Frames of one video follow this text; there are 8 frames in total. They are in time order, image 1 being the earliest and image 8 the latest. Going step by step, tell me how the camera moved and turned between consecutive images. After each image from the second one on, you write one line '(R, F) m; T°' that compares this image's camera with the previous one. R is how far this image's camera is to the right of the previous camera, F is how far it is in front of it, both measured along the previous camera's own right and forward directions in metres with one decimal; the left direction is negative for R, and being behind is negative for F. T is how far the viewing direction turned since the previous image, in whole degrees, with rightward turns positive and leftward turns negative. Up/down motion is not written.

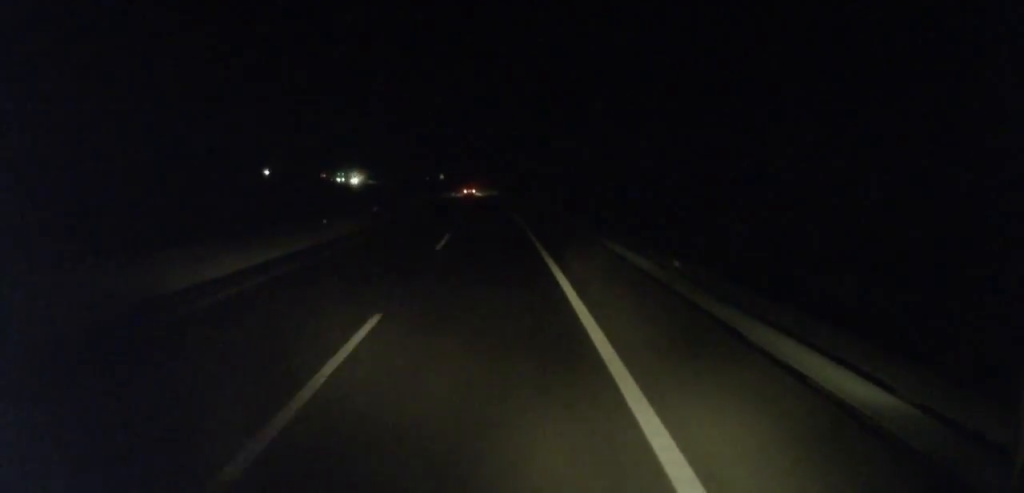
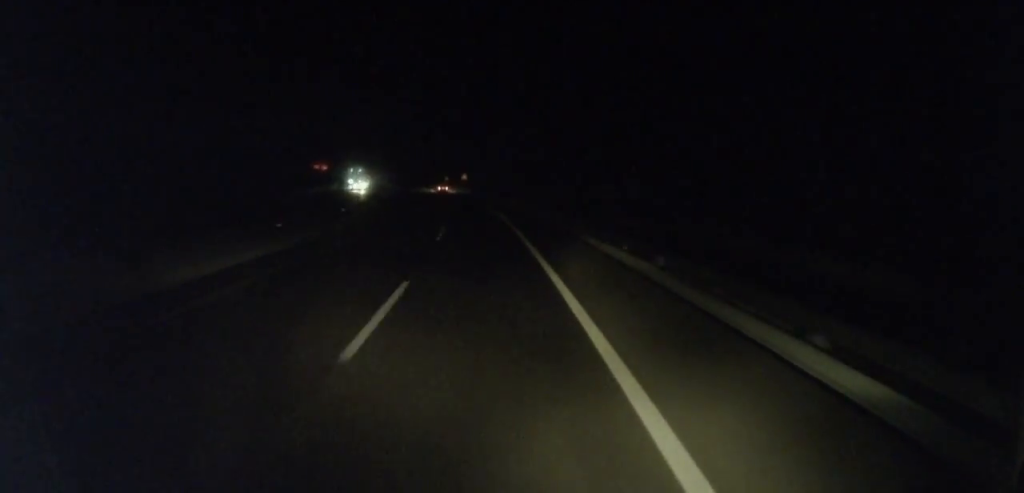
(-0.5, +62.6) m; -4°
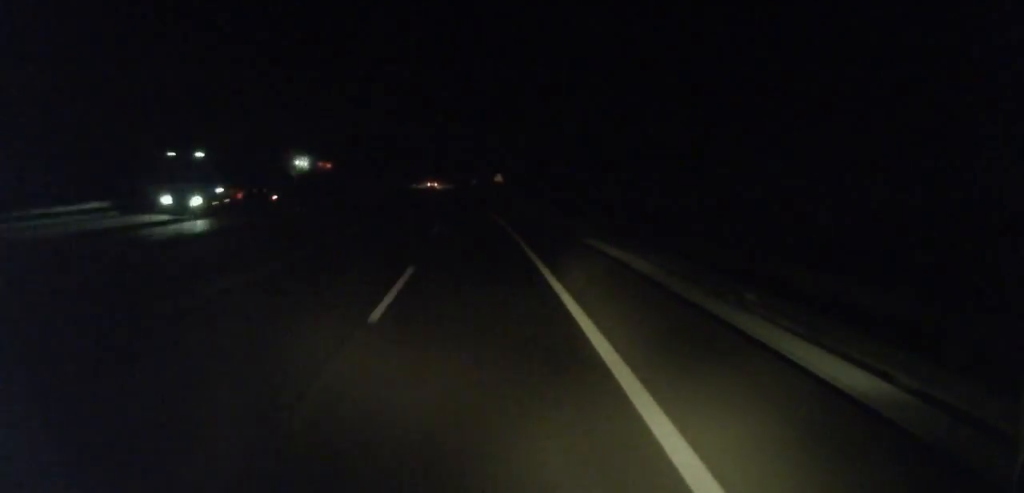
(-2.8, +47.7) m; -2°
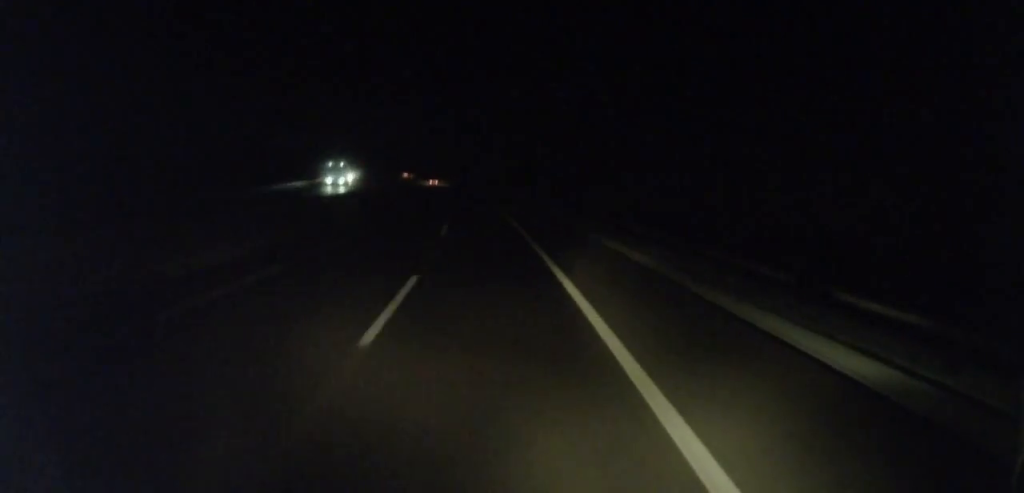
(-3.2, +101.8) m; -3°
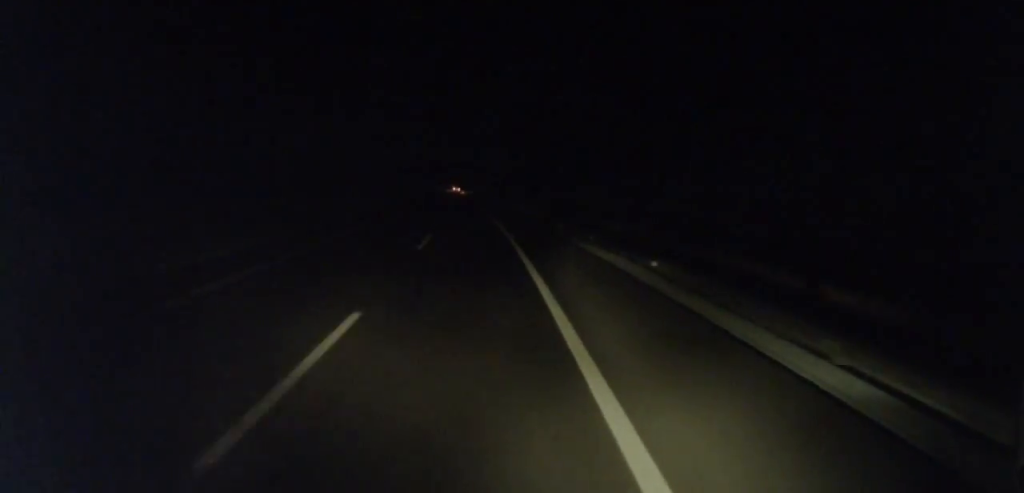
(-2.1, +89.8) m; -7°
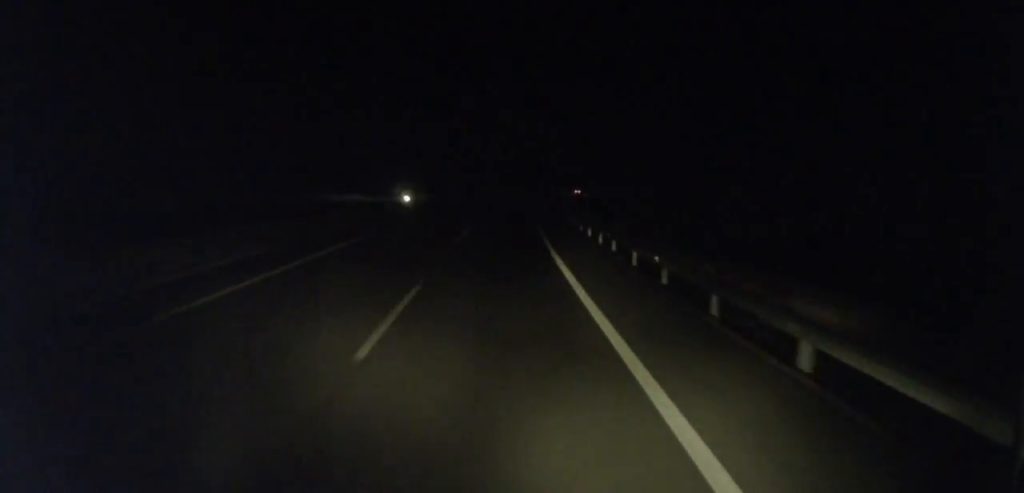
(-19.8, +146.6) m; -9°
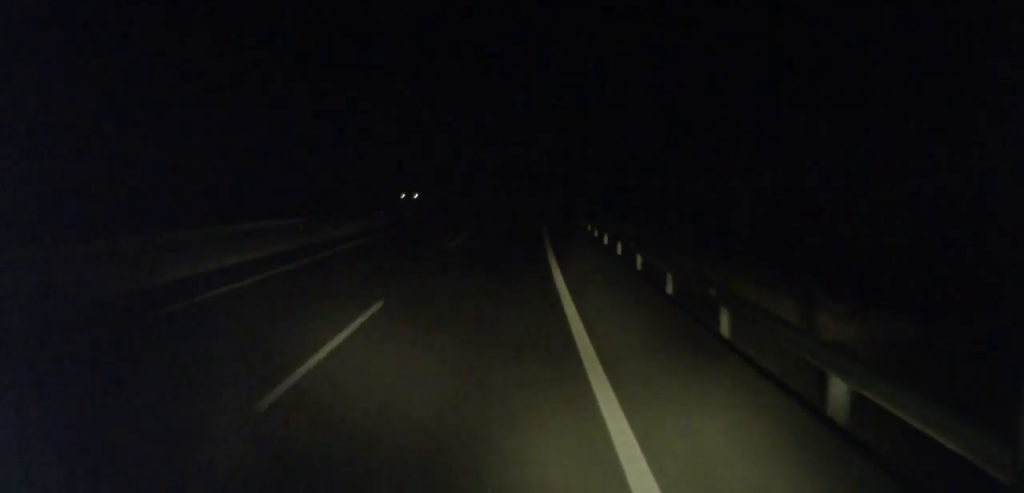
(+1.0, +85.1) m; +5°
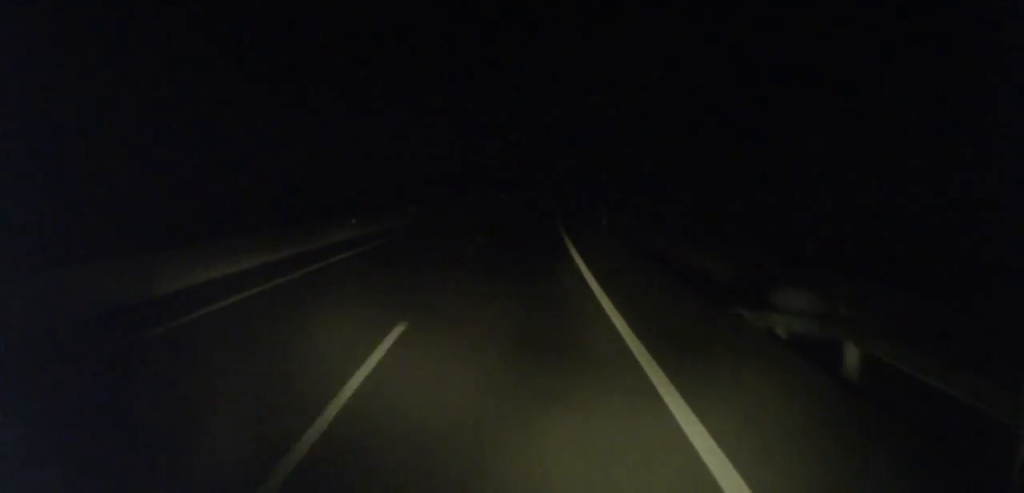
(+8.4, +102.0) m; +10°
